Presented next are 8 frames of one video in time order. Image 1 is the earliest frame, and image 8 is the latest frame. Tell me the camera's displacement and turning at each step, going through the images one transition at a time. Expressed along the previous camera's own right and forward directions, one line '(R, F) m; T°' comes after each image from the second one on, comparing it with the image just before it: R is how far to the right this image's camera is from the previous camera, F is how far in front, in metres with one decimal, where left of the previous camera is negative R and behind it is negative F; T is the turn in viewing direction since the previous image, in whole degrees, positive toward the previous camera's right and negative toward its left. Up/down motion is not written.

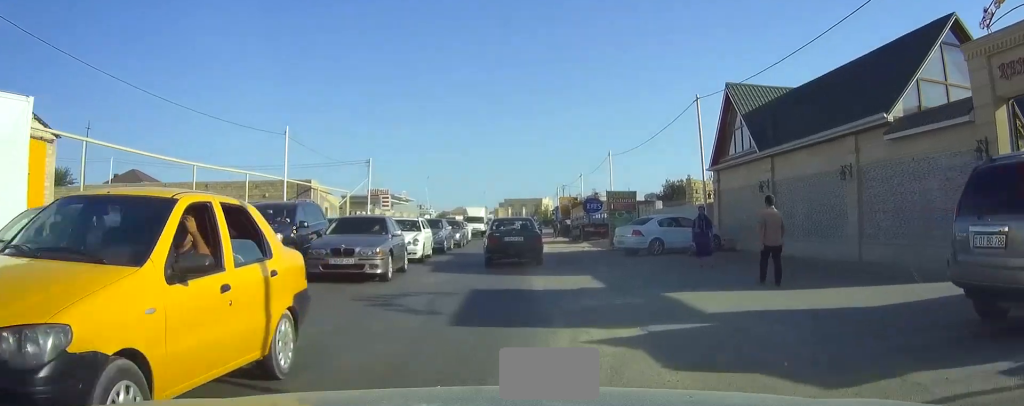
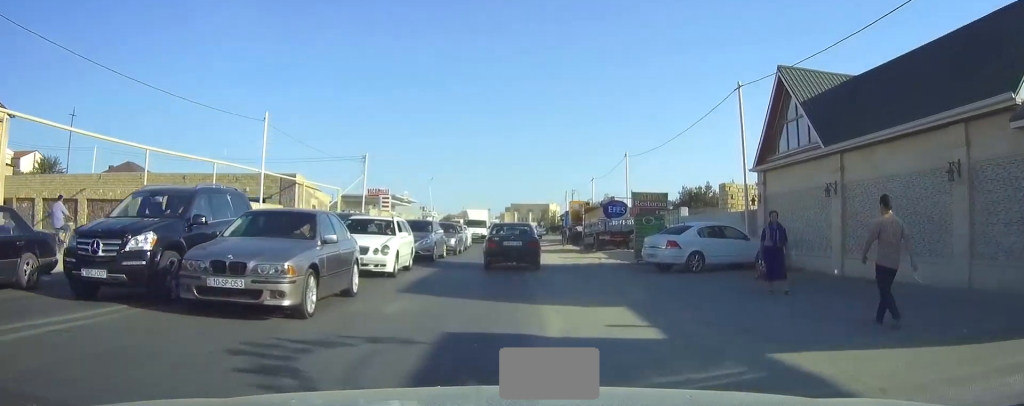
(-0.1, +4.9) m; -1°
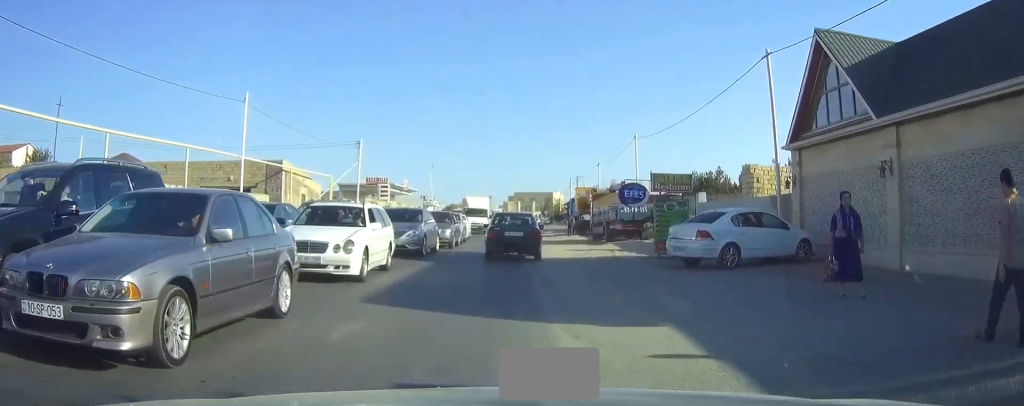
(0.0, +3.2) m; 0°
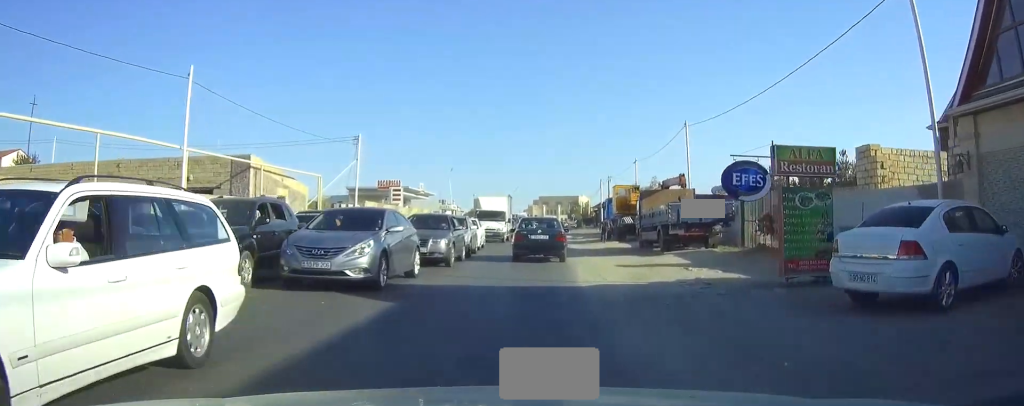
(0.0, +8.8) m; 0°
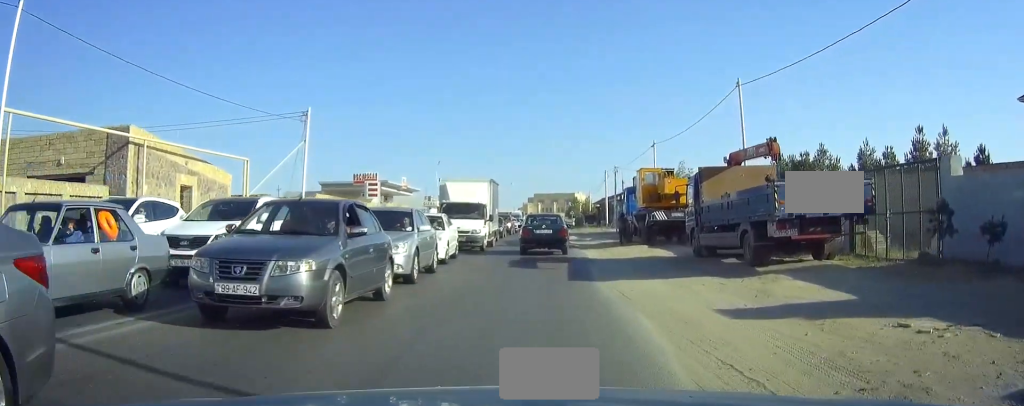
(0.0, +11.6) m; +1°
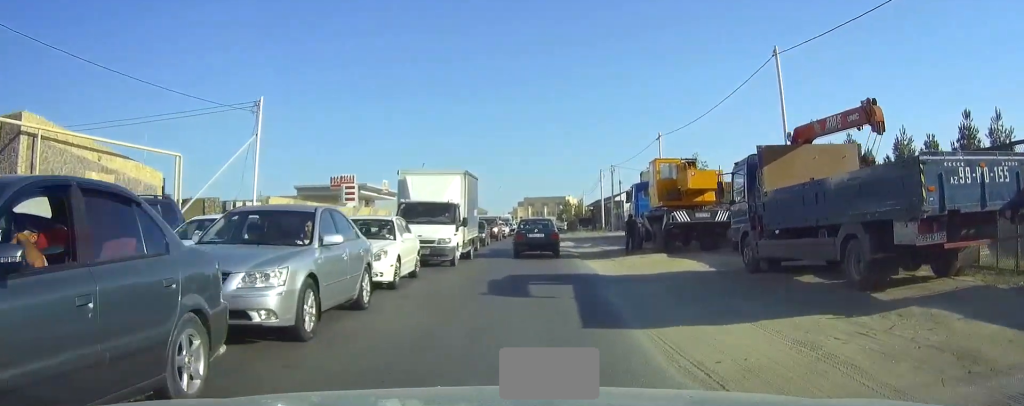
(+0.1, +6.2) m; 0°
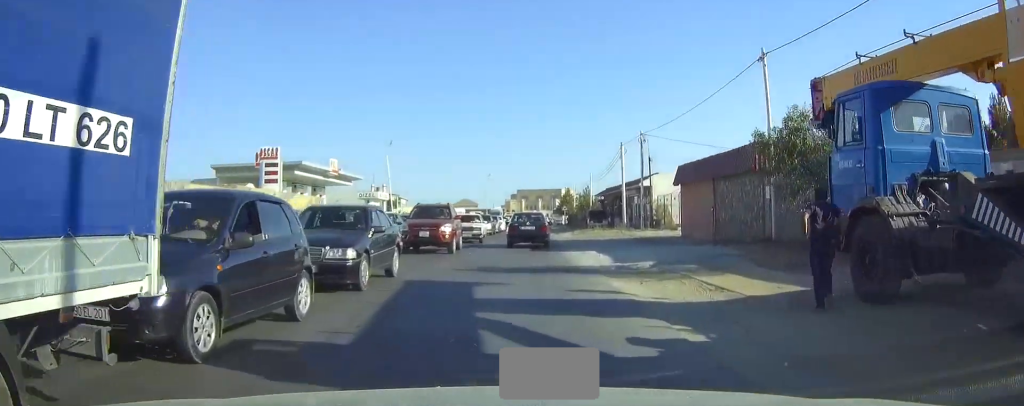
(+0.1, +21.9) m; 0°
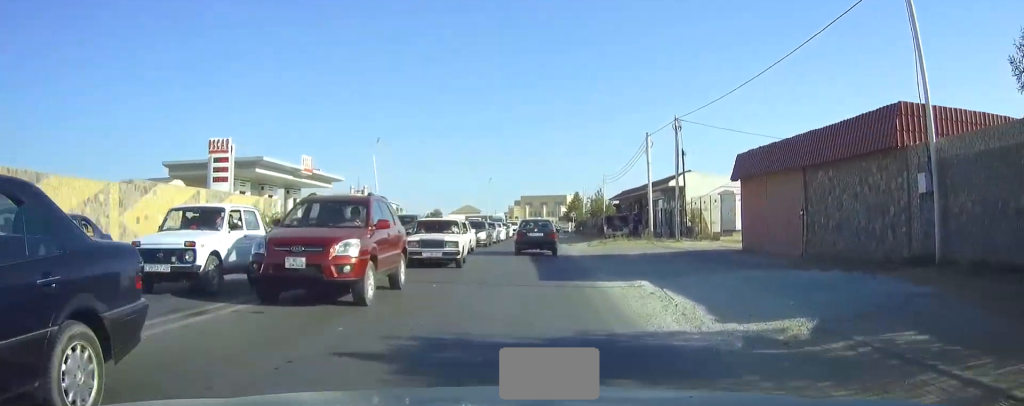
(0.0, +10.1) m; 0°
